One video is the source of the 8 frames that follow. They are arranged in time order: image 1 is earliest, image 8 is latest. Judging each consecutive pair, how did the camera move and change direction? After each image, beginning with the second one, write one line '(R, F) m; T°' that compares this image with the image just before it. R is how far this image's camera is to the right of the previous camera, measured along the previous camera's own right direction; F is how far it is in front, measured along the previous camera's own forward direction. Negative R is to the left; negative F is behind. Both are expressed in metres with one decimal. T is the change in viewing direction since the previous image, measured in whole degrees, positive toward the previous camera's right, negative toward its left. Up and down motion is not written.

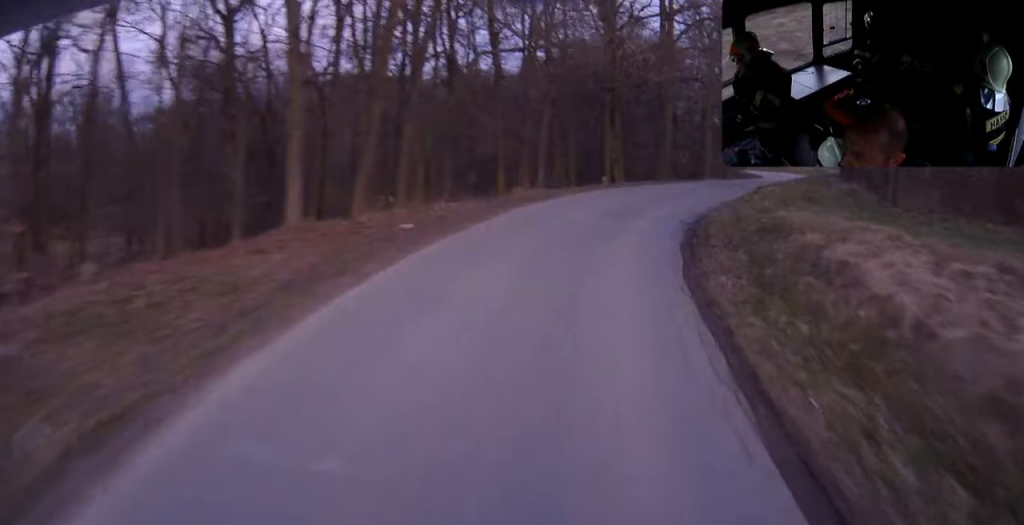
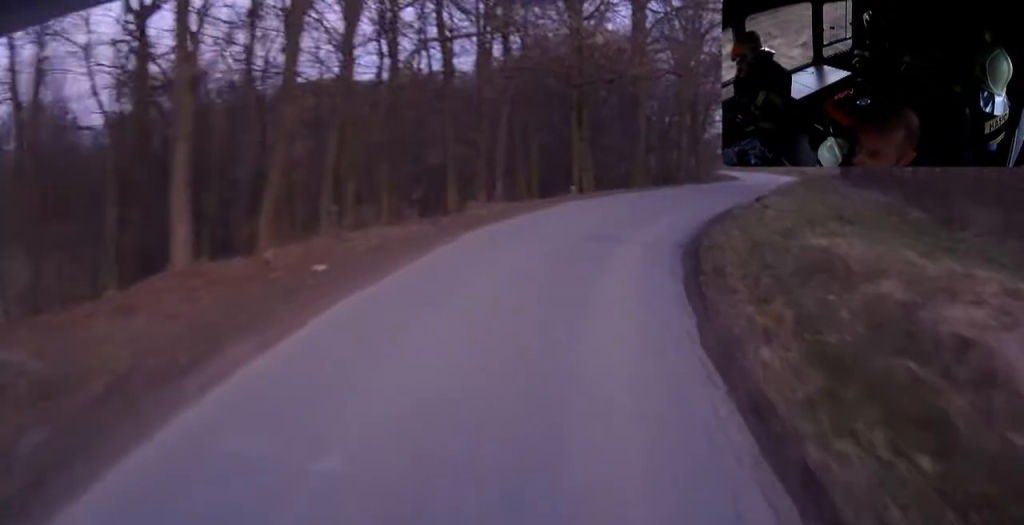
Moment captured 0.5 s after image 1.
(+0.5, +5.0) m; +5°
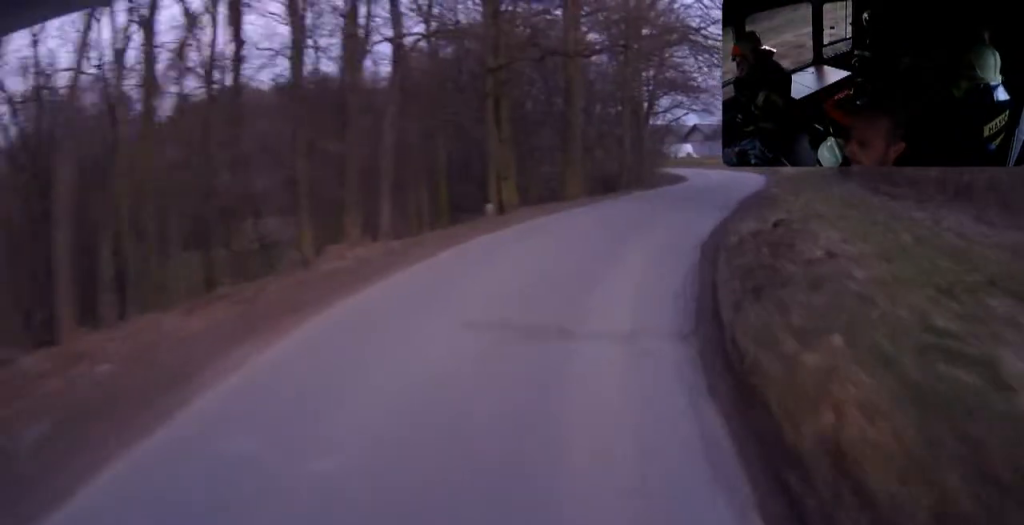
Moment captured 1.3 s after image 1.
(+0.9, +9.4) m; +8°
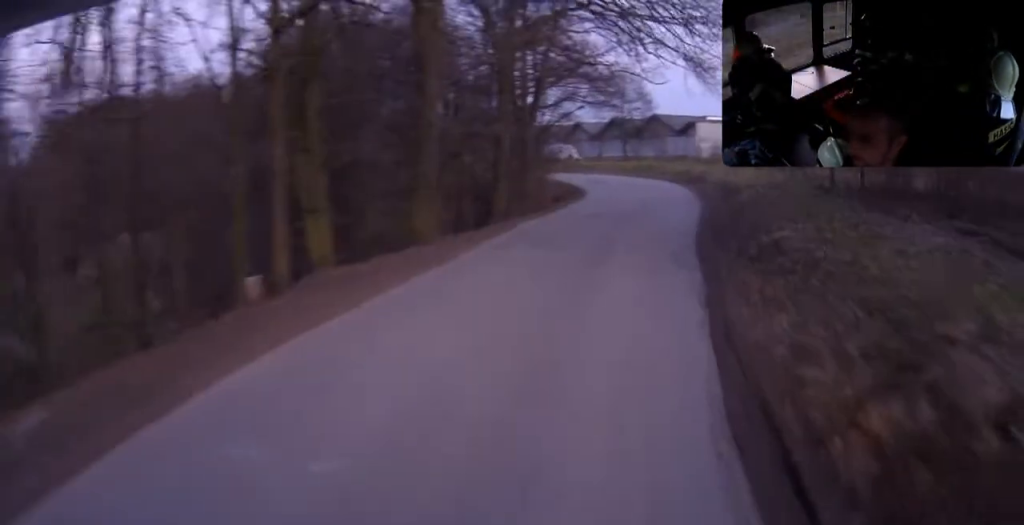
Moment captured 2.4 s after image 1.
(+0.6, +12.2) m; +5°
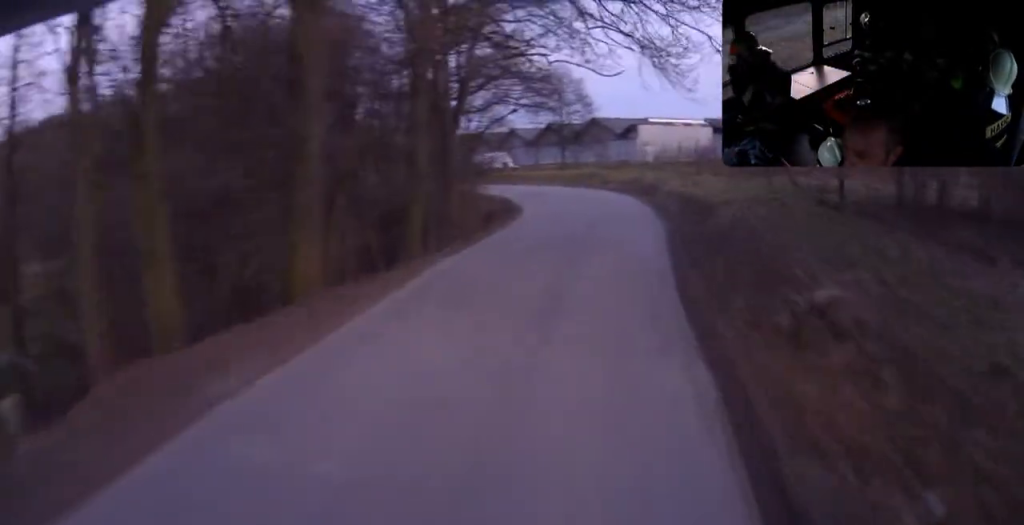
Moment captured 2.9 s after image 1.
(-0.2, +5.6) m; +3°
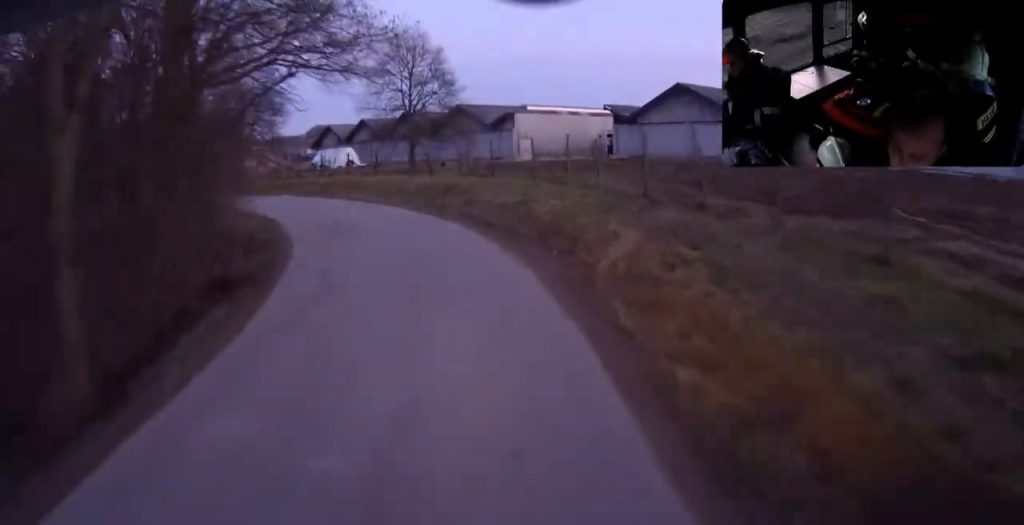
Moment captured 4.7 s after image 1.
(+0.2, +20.7) m; -9°
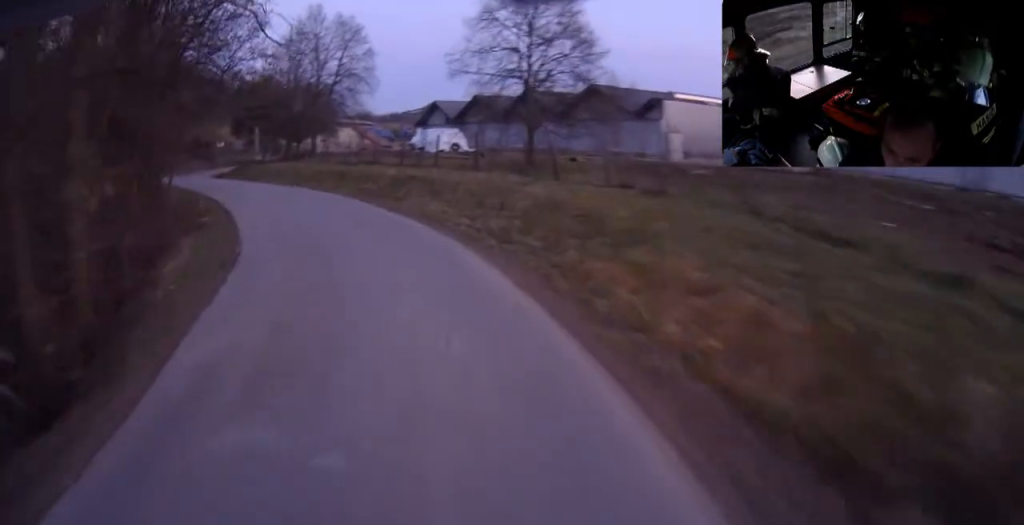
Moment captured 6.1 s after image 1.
(-2.2, +17.3) m; -17°
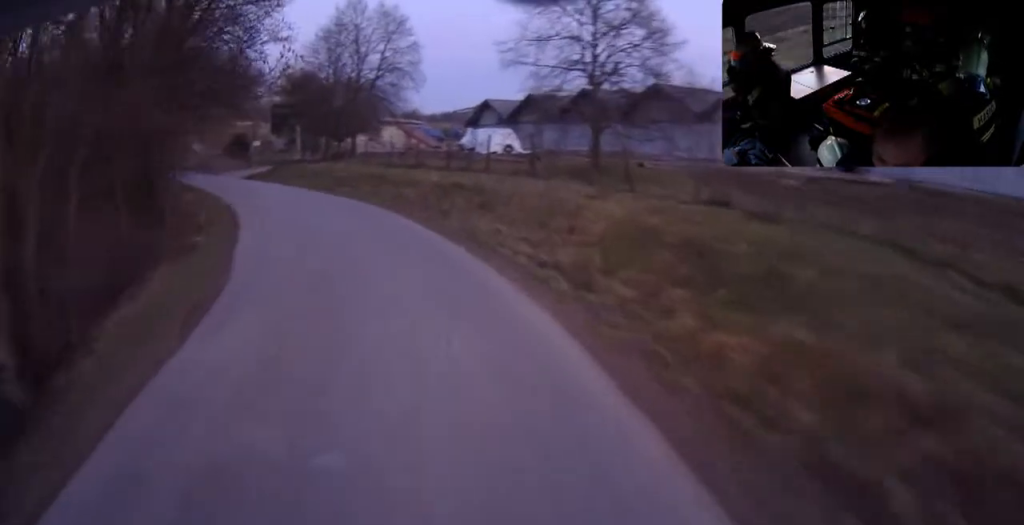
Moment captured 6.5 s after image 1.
(-0.6, +5.4) m; -3°
